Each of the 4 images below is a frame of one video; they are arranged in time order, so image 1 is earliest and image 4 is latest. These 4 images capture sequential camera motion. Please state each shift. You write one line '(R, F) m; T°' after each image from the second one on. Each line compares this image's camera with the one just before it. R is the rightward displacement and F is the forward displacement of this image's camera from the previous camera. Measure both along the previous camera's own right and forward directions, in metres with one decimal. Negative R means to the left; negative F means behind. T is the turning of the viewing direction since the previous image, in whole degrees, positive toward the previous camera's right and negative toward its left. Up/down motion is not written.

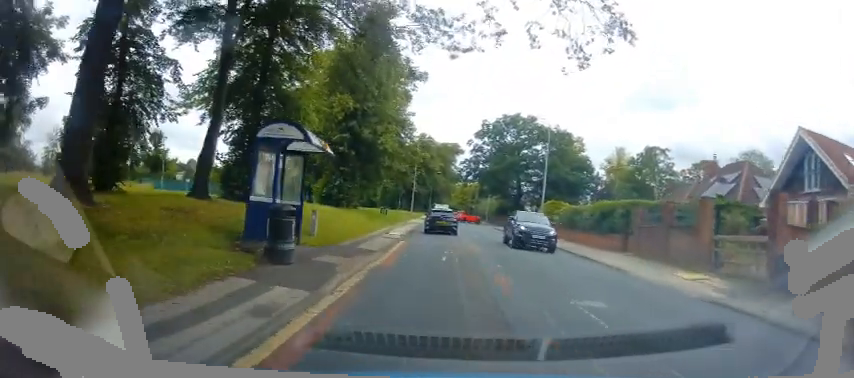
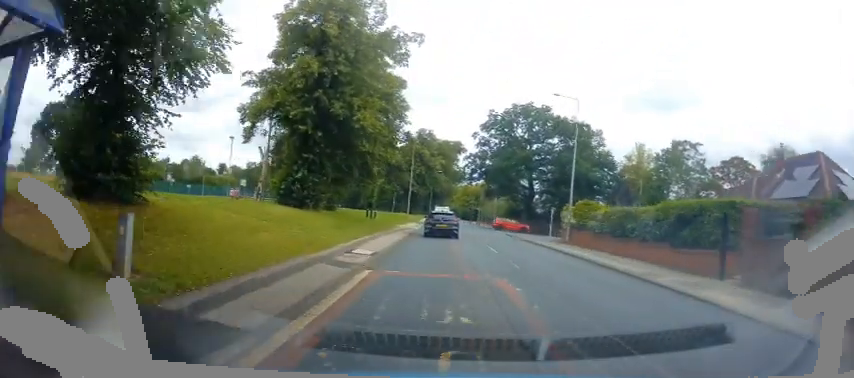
(-0.3, +8.7) m; -3°
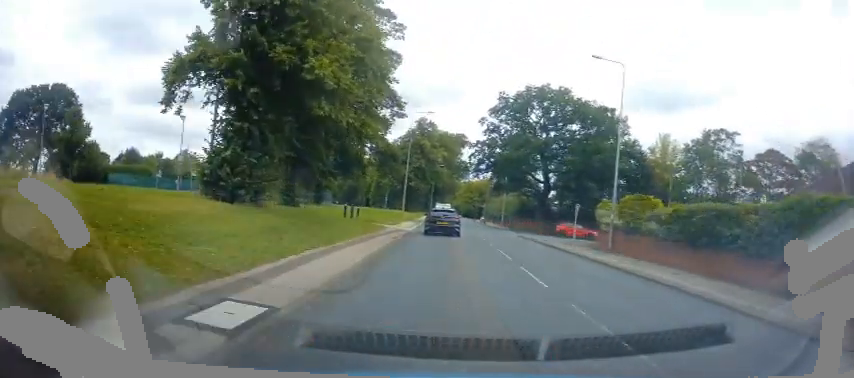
(-0.2, +8.5) m; -1°
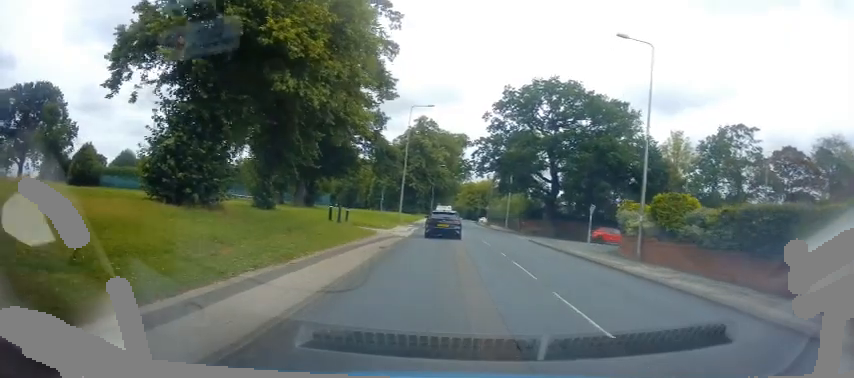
(-0.1, +3.7) m; 0°
